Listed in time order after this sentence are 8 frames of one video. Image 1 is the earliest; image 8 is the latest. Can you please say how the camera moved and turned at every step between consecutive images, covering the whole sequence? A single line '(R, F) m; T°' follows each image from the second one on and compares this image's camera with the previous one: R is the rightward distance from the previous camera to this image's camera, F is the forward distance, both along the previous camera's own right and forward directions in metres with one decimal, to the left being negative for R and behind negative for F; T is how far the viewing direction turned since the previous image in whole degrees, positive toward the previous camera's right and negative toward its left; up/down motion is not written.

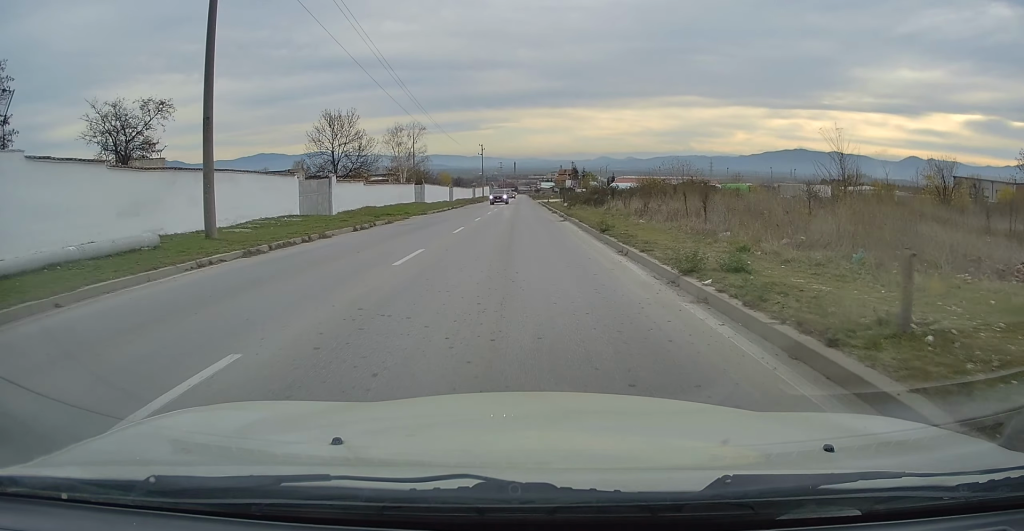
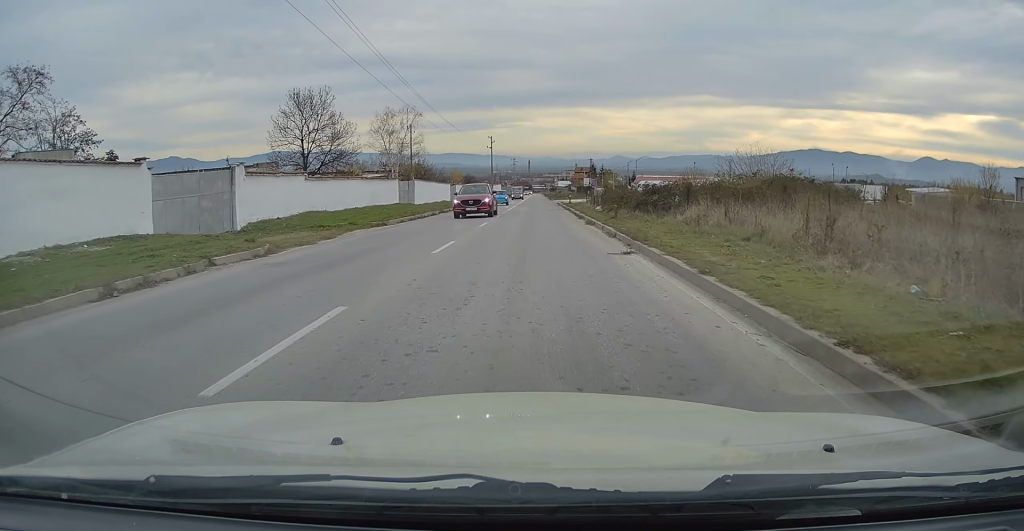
(-0.1, +15.7) m; -1°
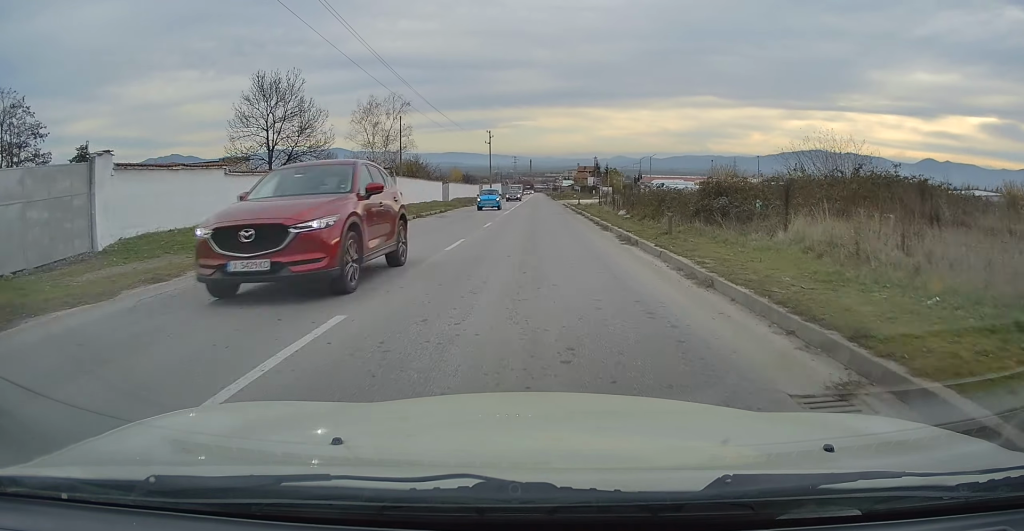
(0.0, +9.3) m; 0°
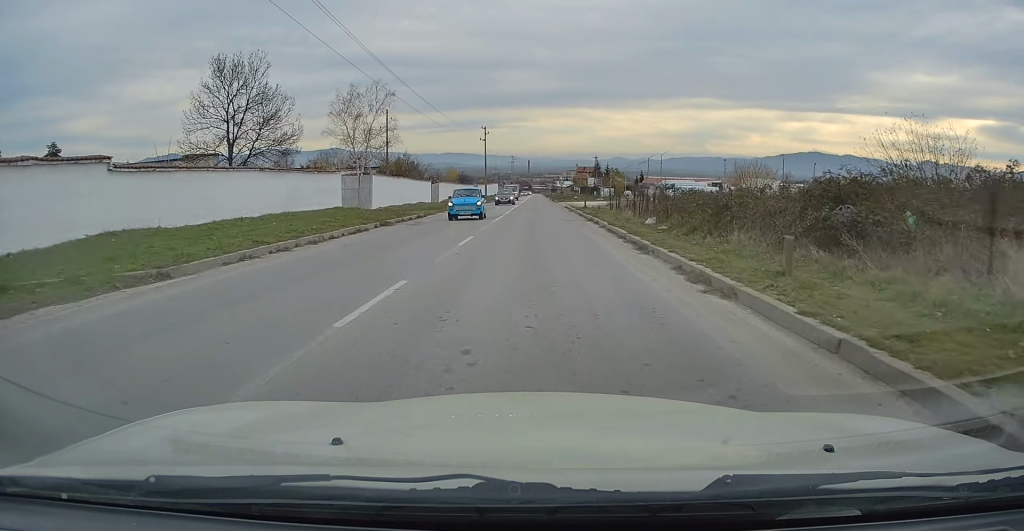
(-0.1, +7.3) m; 0°
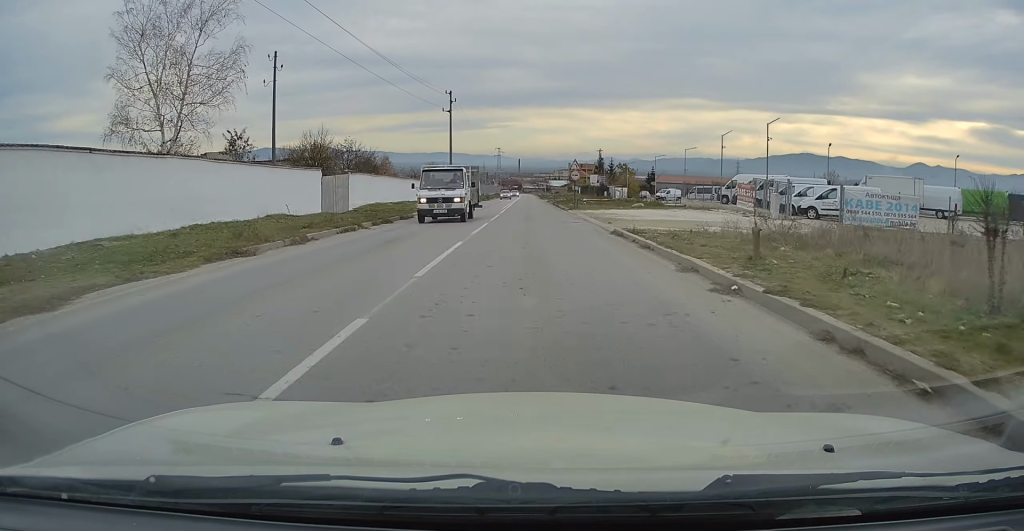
(0.0, +34.2) m; 0°
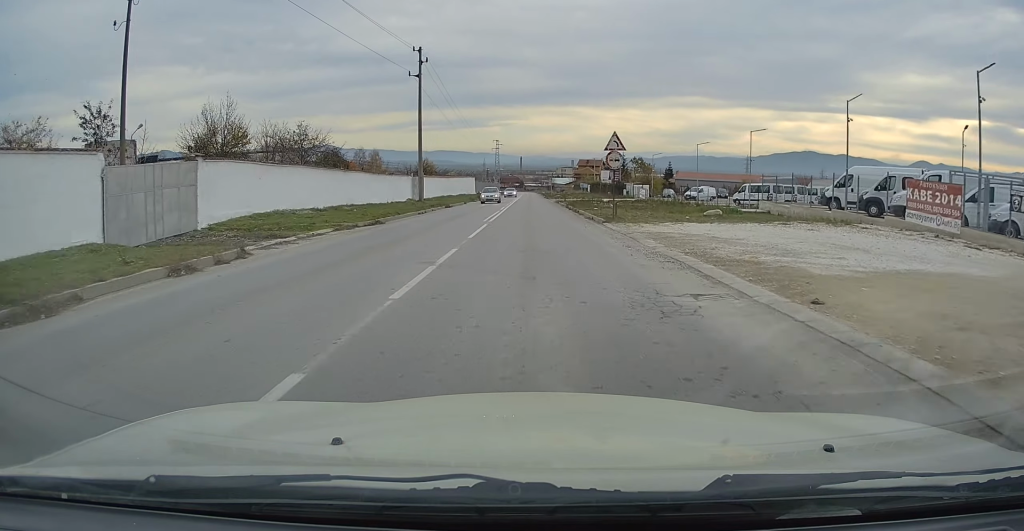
(0.0, +19.3) m; +1°
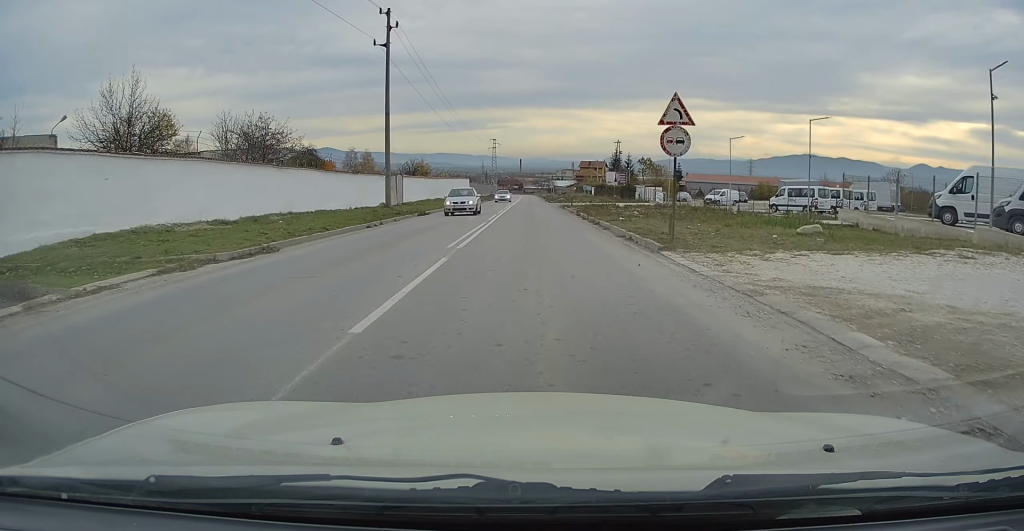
(+0.2, +10.5) m; 0°
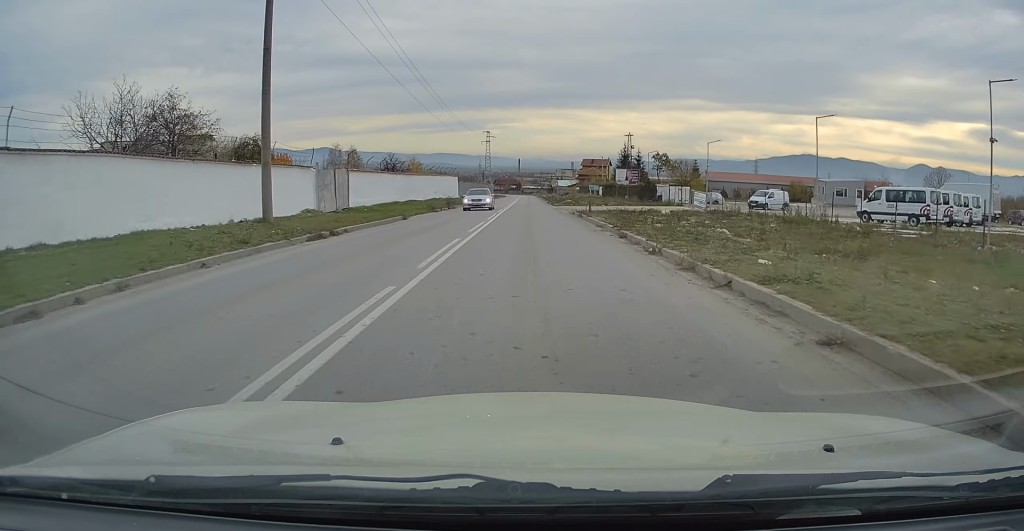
(-0.2, +16.4) m; -1°
